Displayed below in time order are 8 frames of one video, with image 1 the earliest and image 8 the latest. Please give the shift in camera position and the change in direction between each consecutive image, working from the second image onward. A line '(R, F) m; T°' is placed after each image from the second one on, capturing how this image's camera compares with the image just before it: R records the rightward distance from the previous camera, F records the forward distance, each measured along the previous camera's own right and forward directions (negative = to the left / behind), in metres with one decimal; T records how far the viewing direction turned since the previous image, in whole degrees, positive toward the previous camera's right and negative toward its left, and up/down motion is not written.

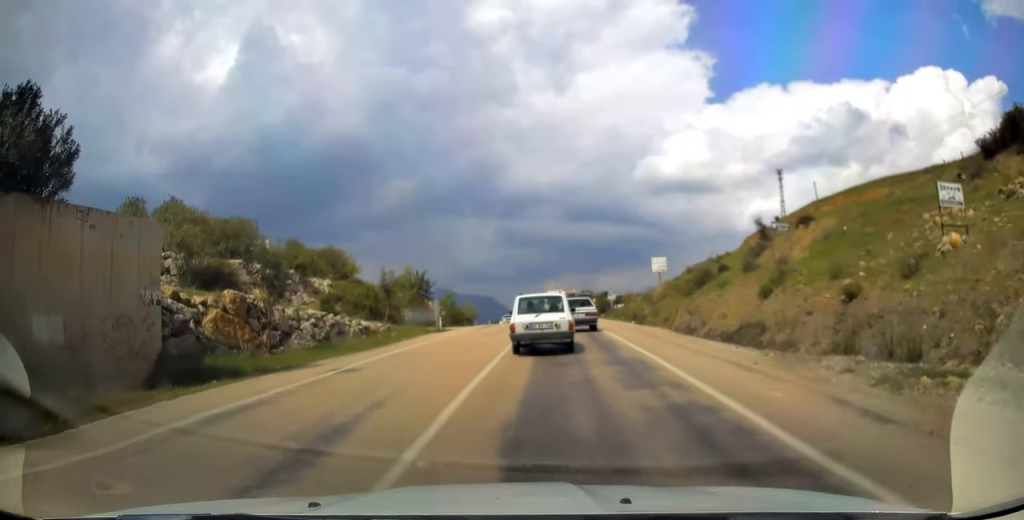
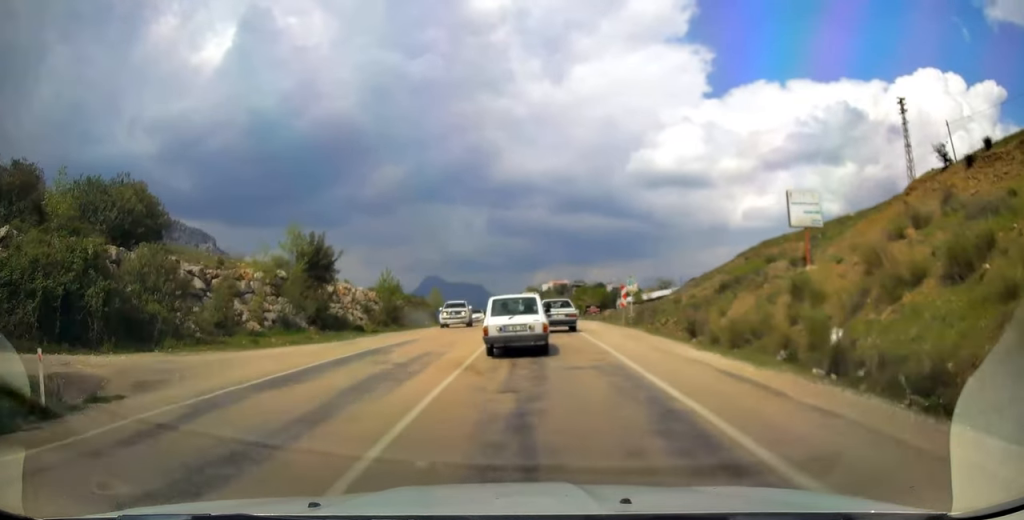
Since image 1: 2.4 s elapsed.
(+0.2, +30.1) m; +1°
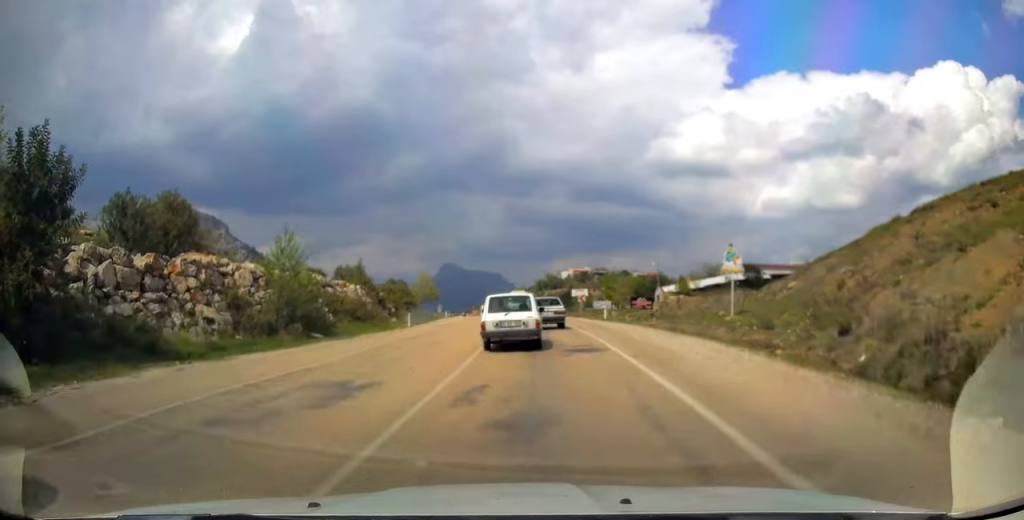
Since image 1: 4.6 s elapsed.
(-0.6, +27.2) m; -2°
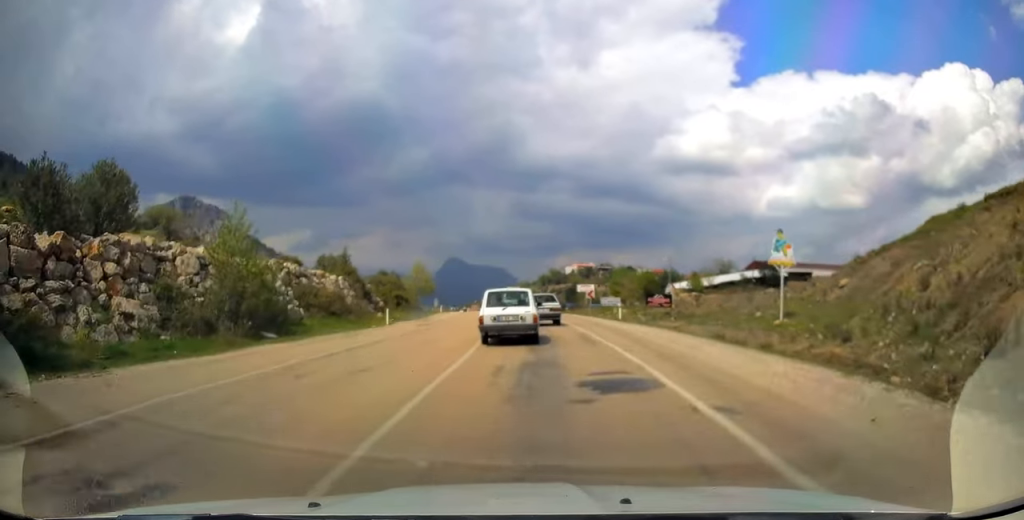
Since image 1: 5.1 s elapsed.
(+0.2, +6.3) m; 0°
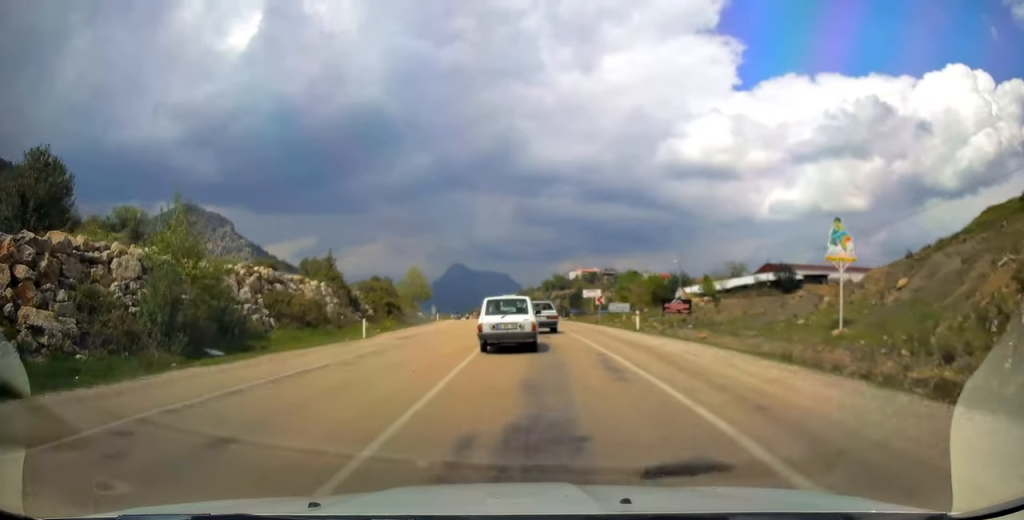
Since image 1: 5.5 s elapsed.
(+0.1, +5.1) m; 0°
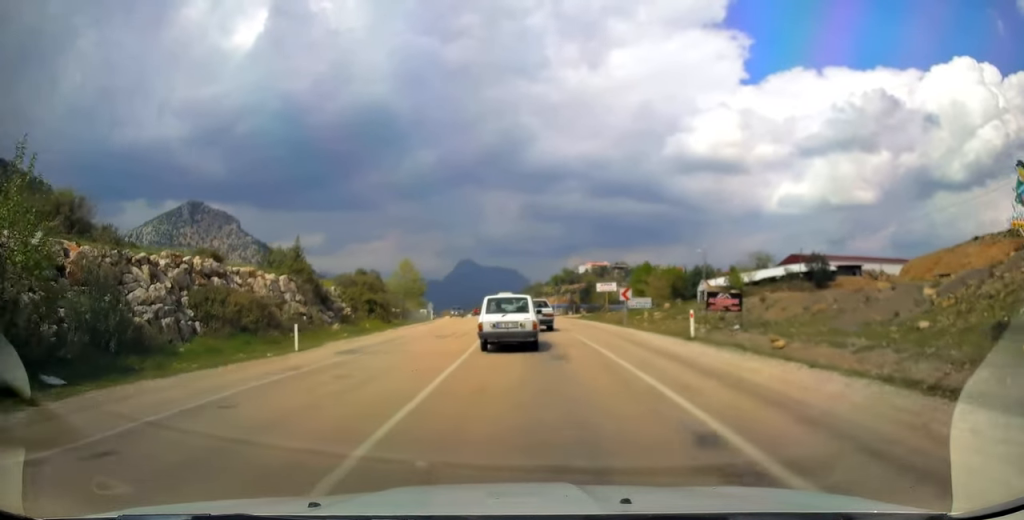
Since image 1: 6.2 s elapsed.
(-0.2, +9.1) m; -2°
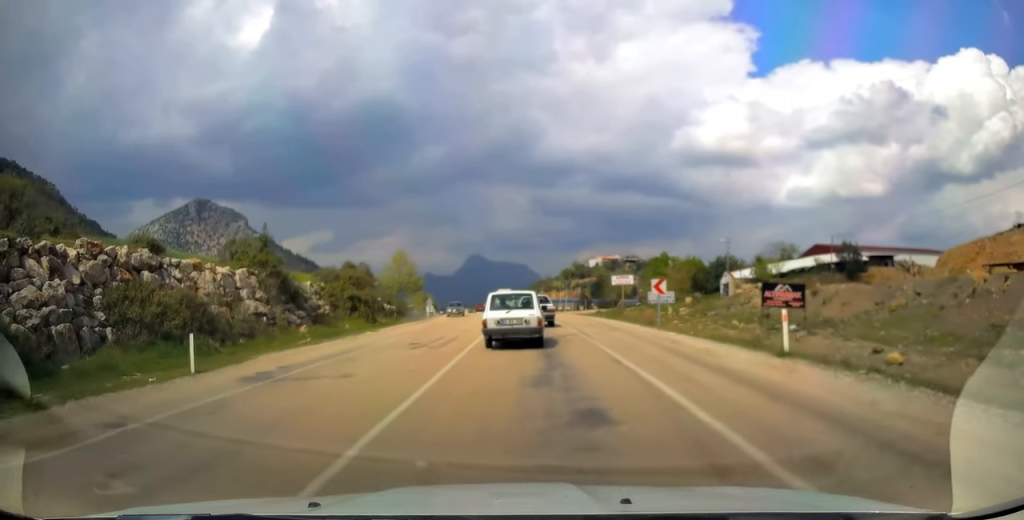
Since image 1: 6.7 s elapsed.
(-0.1, +7.0) m; -1°
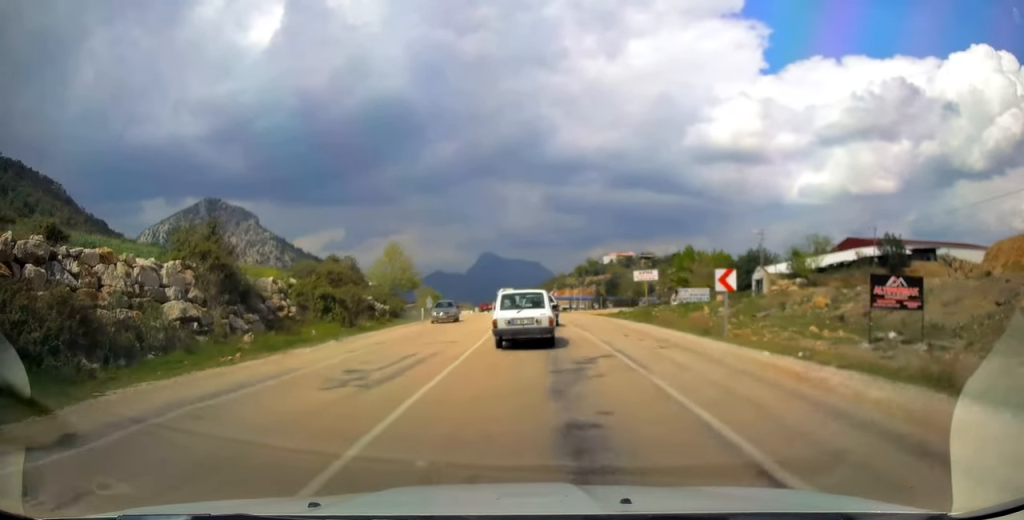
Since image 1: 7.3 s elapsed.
(-0.1, +7.9) m; 0°
